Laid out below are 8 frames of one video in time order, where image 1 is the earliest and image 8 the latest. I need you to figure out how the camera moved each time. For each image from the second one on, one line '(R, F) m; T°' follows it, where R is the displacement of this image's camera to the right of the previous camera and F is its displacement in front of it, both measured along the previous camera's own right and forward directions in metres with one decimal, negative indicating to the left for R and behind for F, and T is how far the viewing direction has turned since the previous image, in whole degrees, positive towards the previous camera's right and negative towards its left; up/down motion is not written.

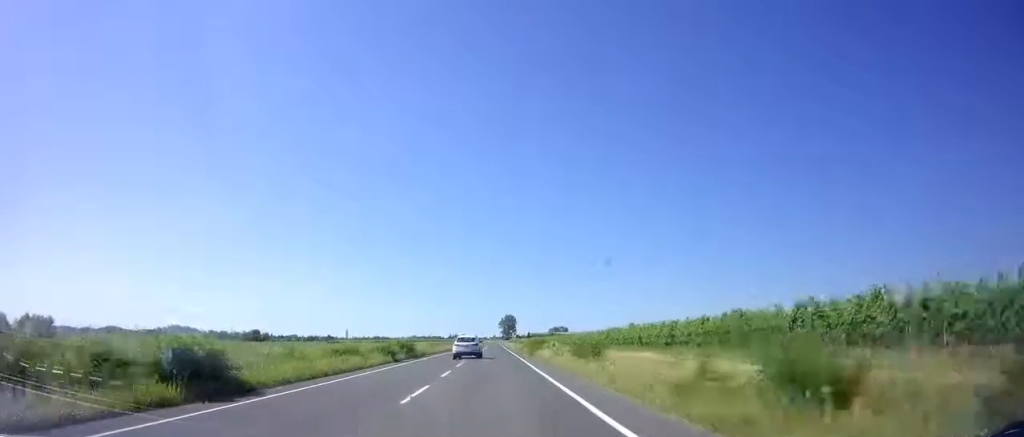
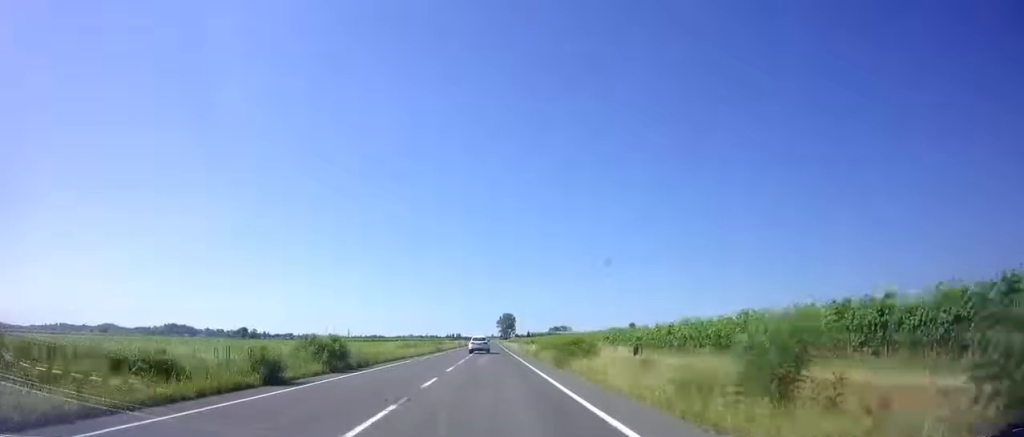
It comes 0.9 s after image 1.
(0.0, +18.7) m; 0°
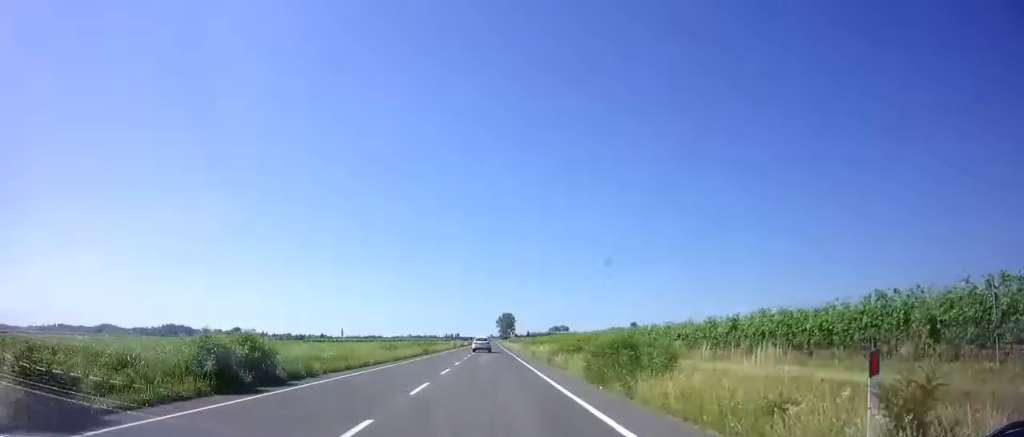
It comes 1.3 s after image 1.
(0.0, +8.9) m; 0°
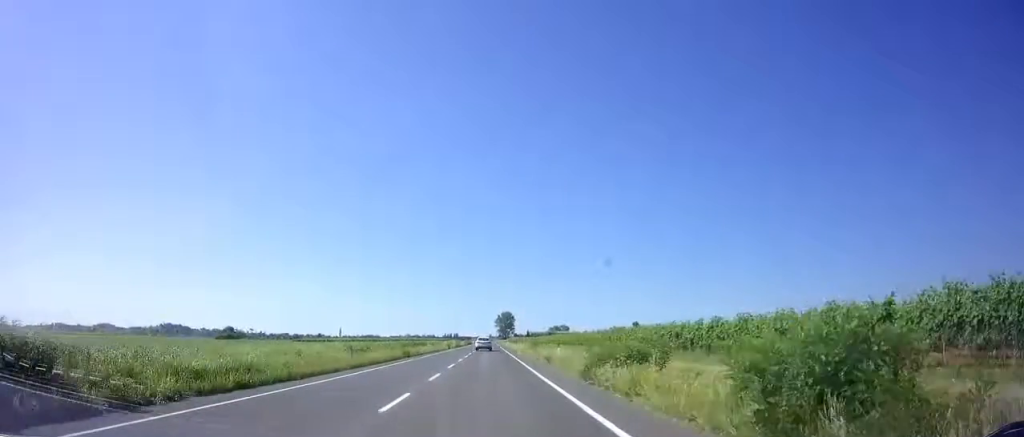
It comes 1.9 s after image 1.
(0.0, +11.0) m; 0°
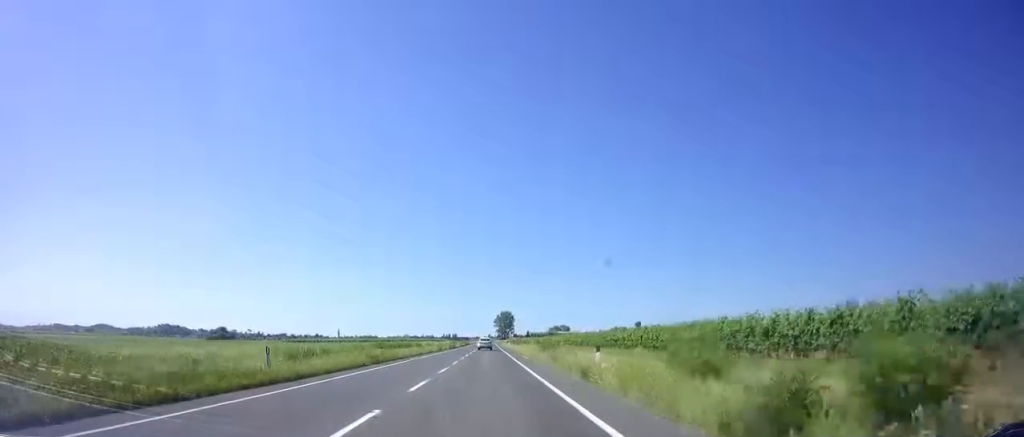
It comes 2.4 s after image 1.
(0.0, +10.3) m; 0°
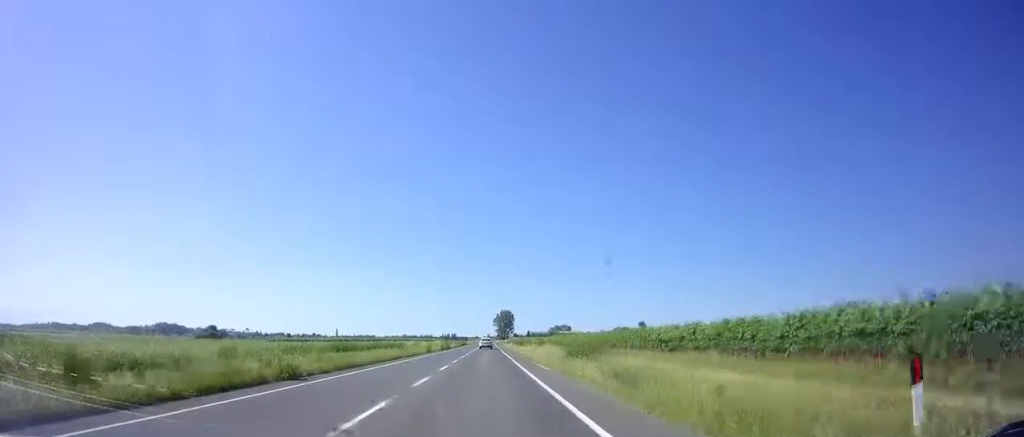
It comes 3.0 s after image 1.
(0.0, +13.1) m; 0°
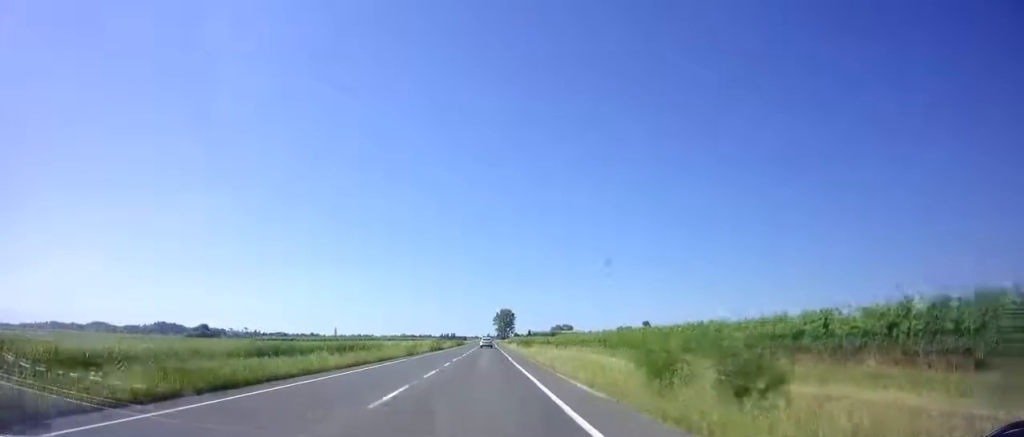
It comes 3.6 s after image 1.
(0.0, +11.8) m; 0°
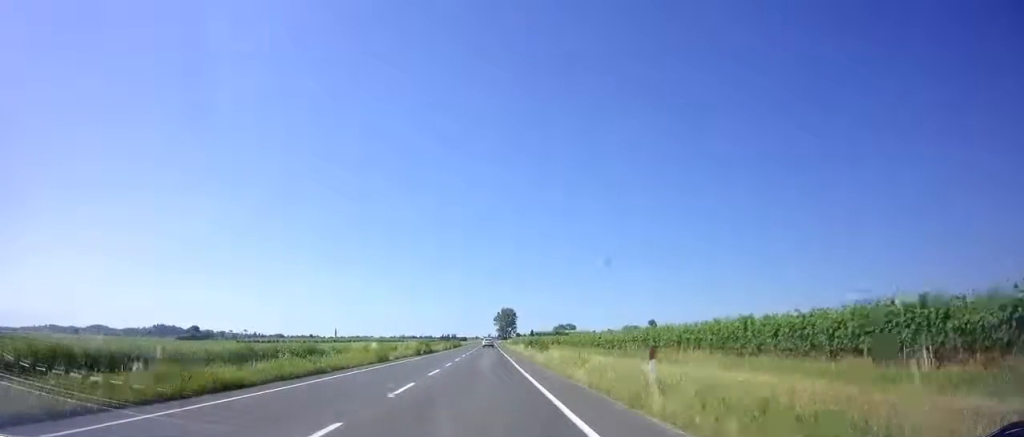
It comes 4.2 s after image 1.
(0.0, +13.2) m; 0°
